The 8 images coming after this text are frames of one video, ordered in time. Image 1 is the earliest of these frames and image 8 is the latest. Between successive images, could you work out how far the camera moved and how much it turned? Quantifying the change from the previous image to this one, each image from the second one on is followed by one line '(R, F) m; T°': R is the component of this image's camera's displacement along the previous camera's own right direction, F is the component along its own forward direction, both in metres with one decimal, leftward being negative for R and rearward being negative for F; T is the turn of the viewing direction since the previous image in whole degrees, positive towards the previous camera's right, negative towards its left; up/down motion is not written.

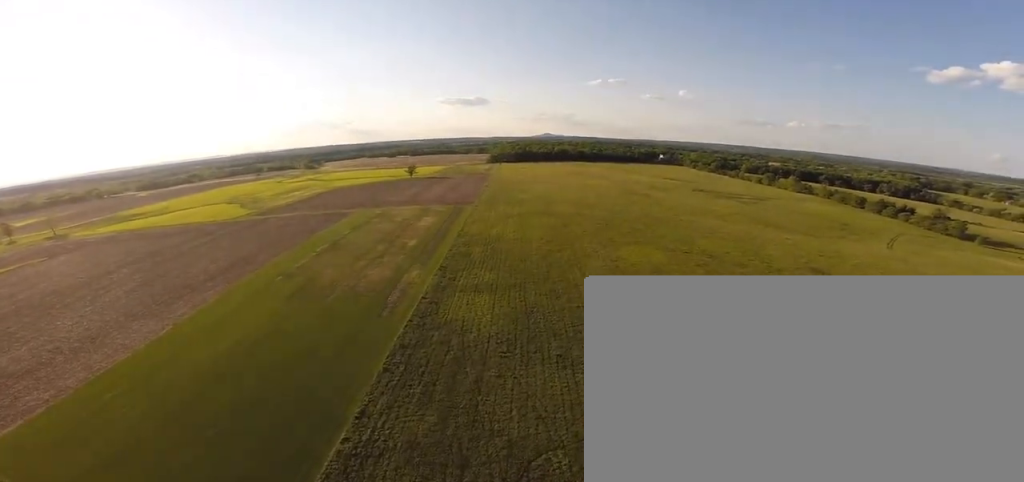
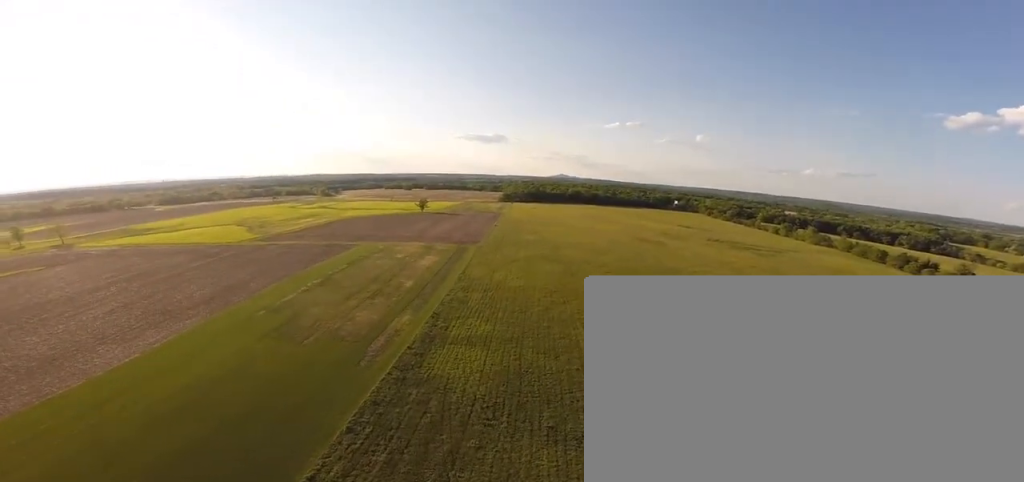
(-0.9, +15.2) m; -5°
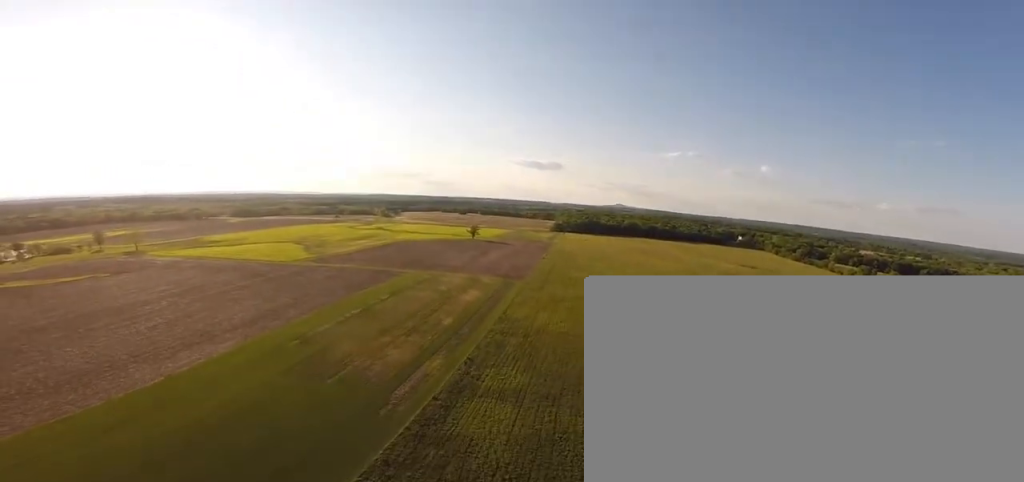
(-0.4, +9.9) m; +1°
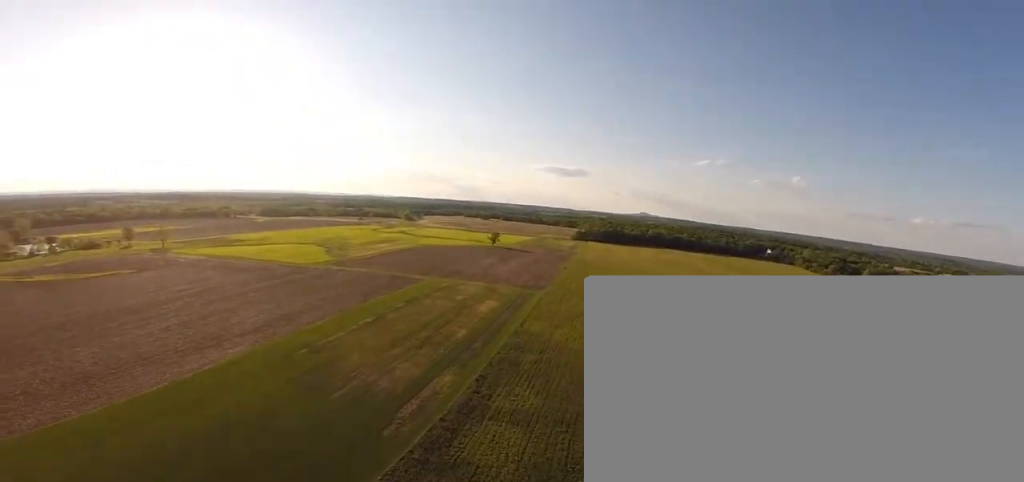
(+0.3, +5.3) m; +3°
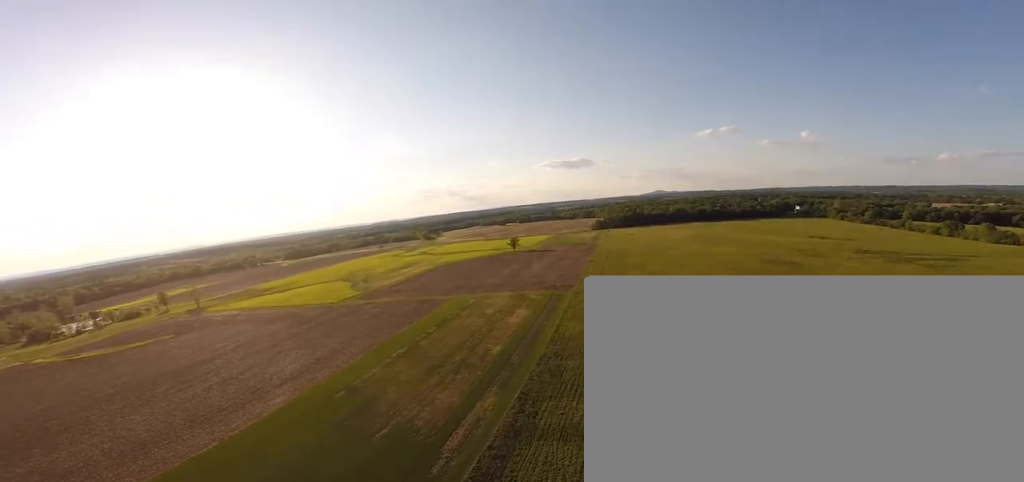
(0.0, +5.9) m; +7°
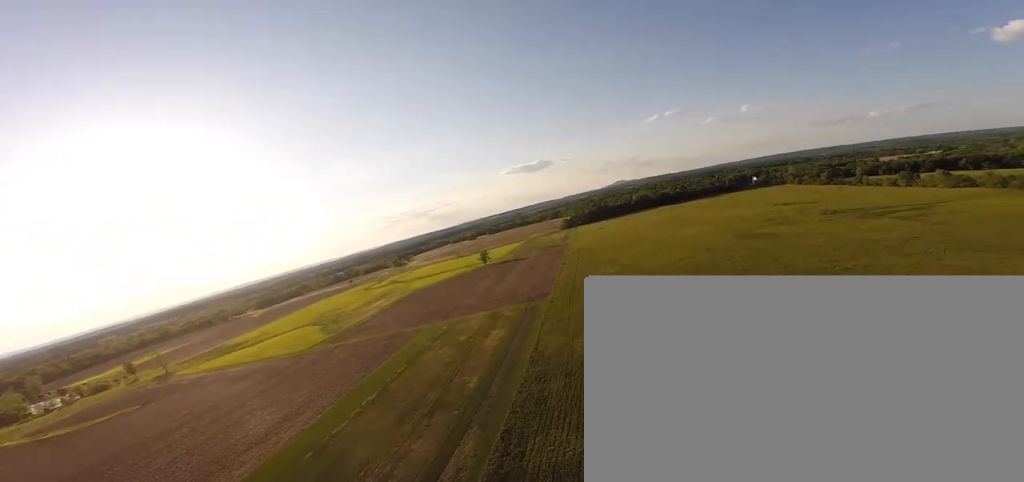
(+2.8, +13.7) m; +26°
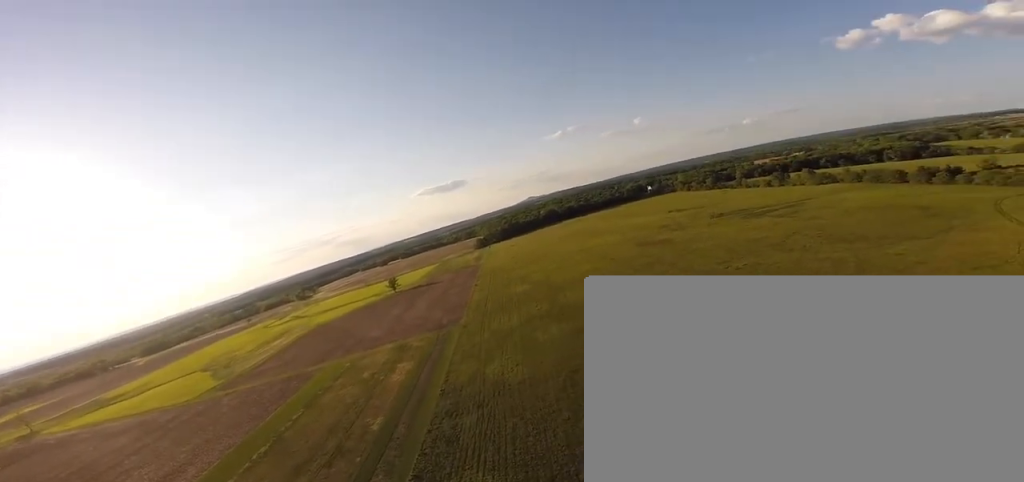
(+1.5, +11.0) m; +11°
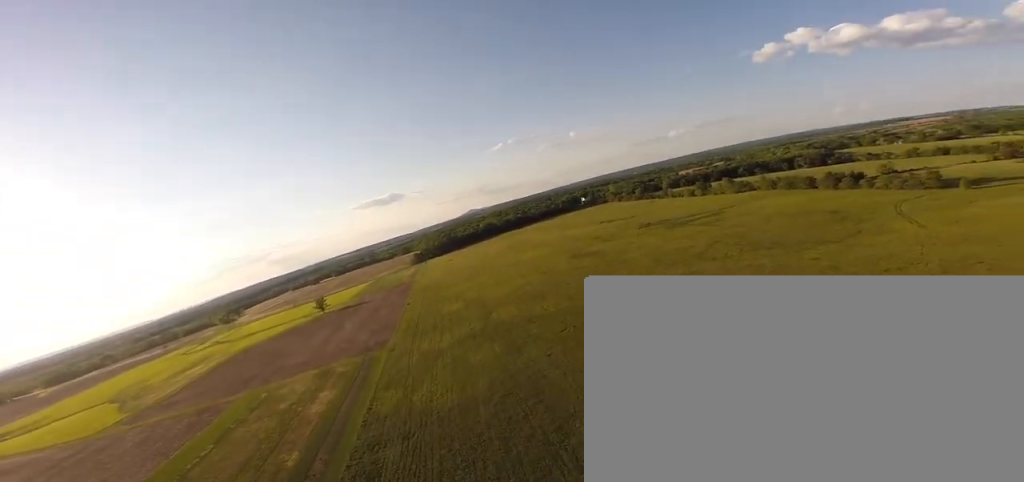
(+0.4, +5.8) m; +3°
